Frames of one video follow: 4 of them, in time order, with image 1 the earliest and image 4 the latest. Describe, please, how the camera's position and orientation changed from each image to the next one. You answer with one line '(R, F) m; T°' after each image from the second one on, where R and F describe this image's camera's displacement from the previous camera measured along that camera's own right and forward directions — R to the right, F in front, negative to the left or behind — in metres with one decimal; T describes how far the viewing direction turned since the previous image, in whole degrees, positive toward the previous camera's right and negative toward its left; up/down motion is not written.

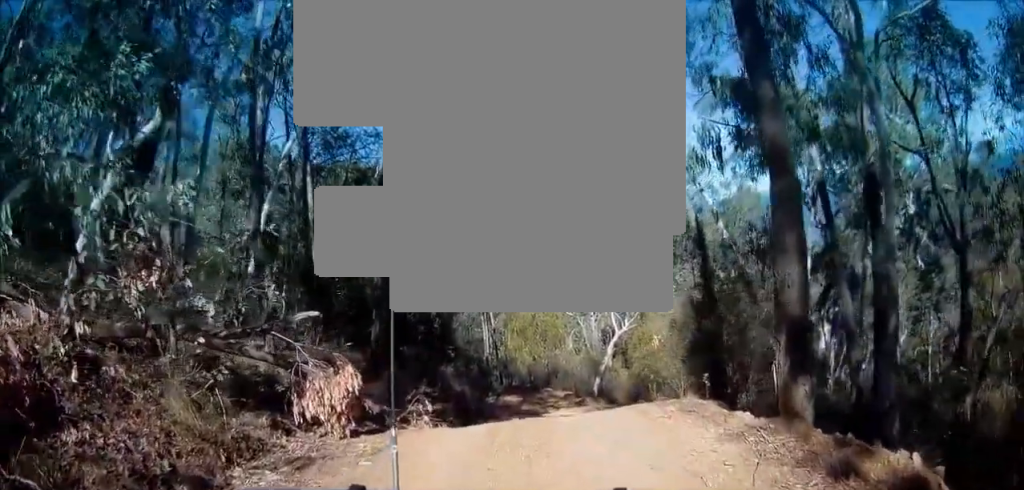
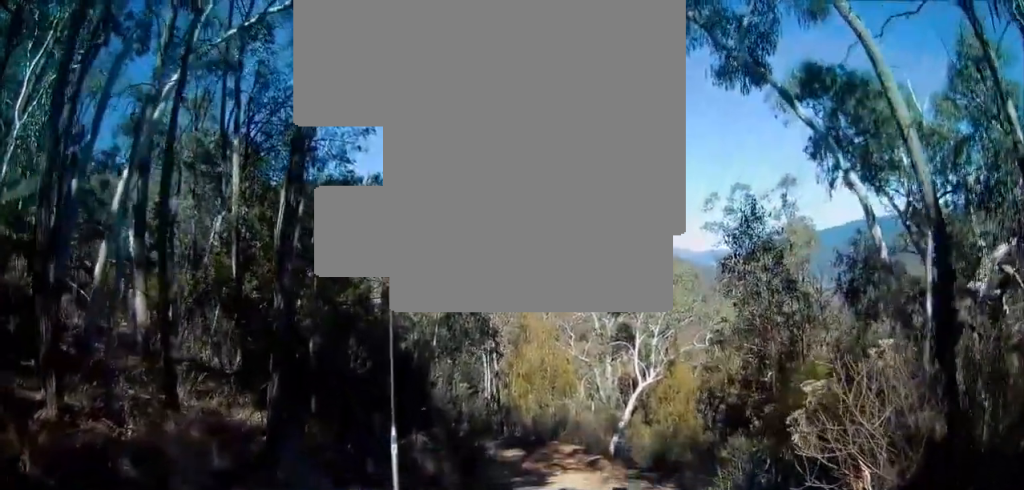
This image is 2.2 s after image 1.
(+1.3, +4.7) m; -2°
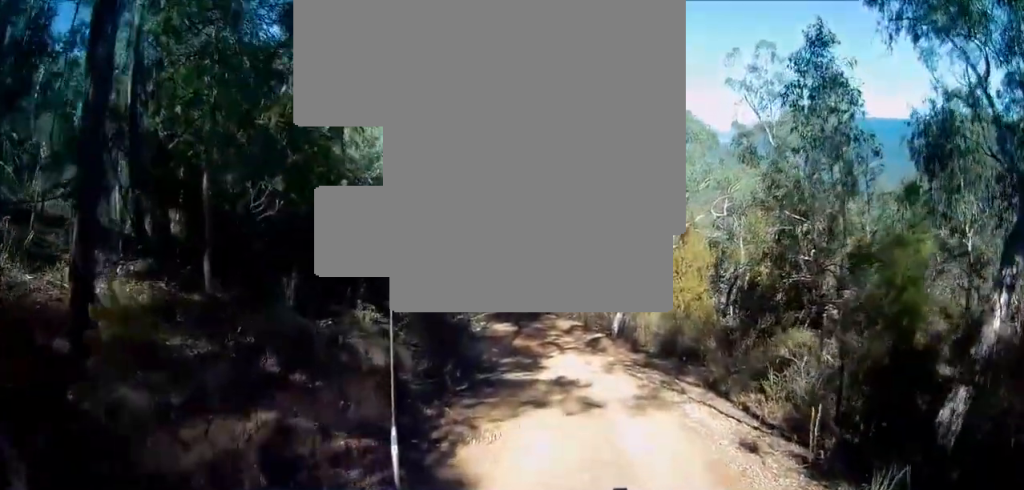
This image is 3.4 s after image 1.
(-0.9, +3.0) m; -10°
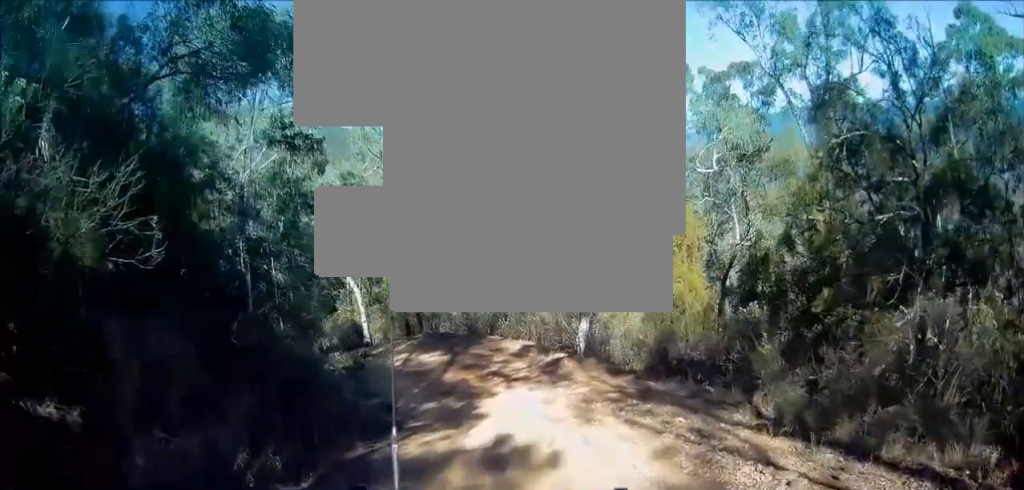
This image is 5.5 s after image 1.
(+1.9, +5.4) m; +26°
